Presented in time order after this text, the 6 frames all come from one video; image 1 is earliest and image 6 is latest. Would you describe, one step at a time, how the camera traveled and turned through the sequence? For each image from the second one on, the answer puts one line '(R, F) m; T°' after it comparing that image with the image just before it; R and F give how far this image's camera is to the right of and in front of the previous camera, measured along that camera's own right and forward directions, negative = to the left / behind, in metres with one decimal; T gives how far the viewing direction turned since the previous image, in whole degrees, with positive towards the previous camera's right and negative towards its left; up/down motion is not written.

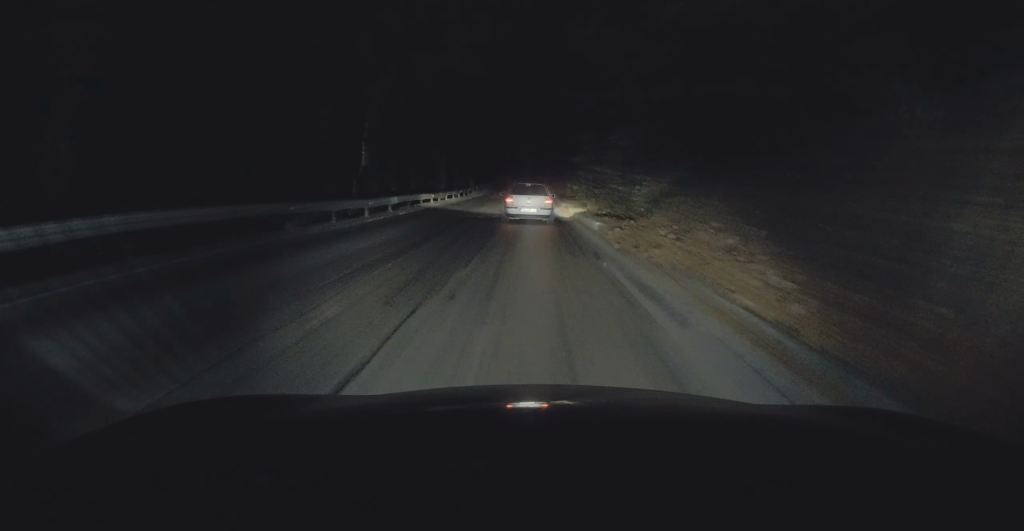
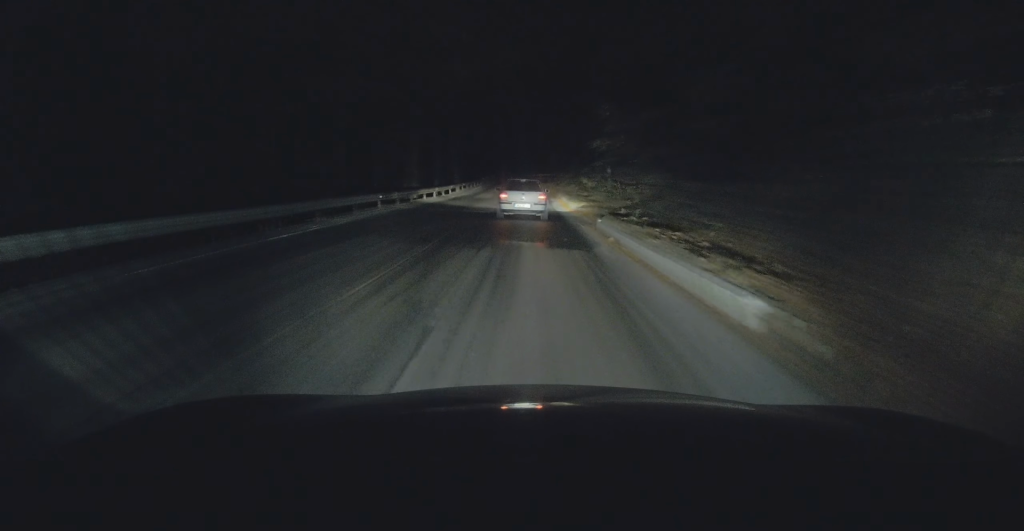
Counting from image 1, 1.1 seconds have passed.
(+0.2, +13.1) m; 0°
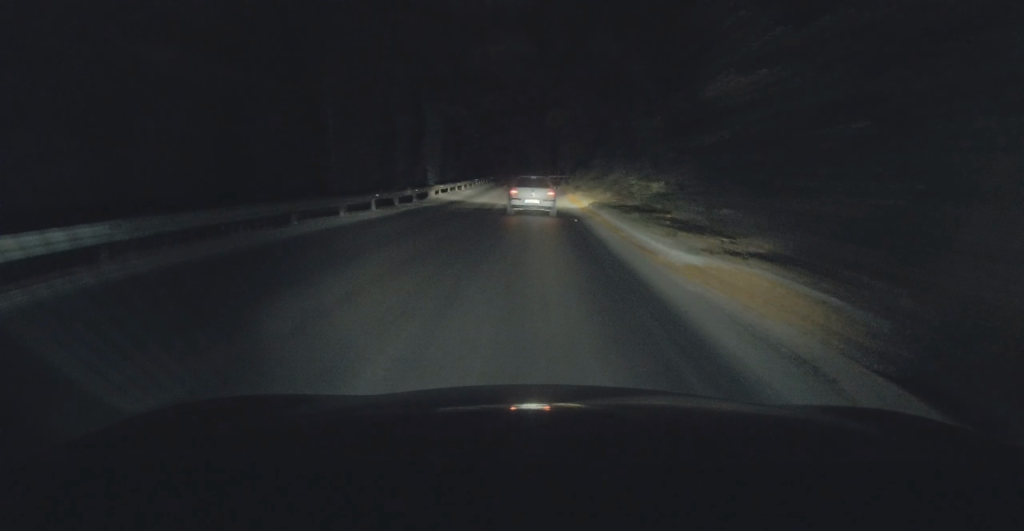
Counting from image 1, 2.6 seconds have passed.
(-0.3, +17.5) m; -1°
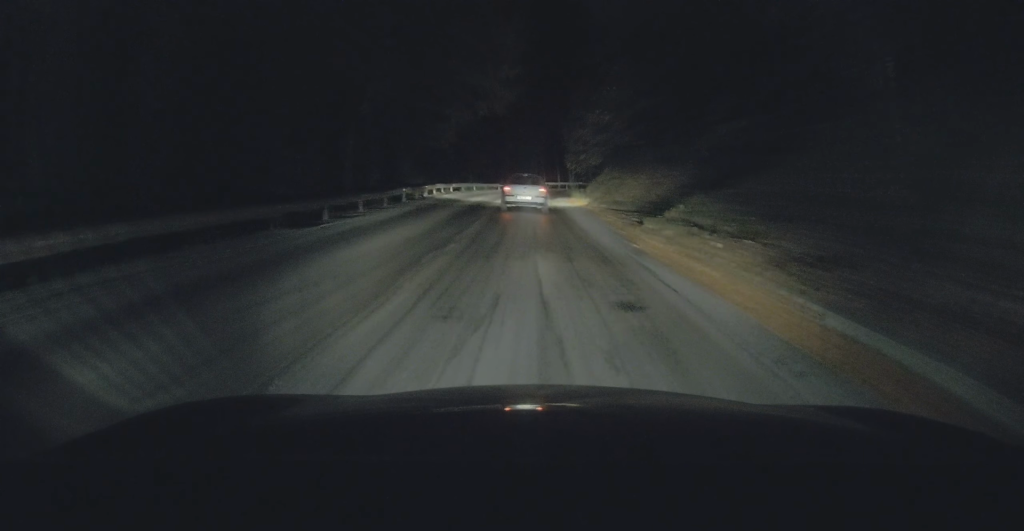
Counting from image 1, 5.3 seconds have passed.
(0.0, +31.5) m; +2°
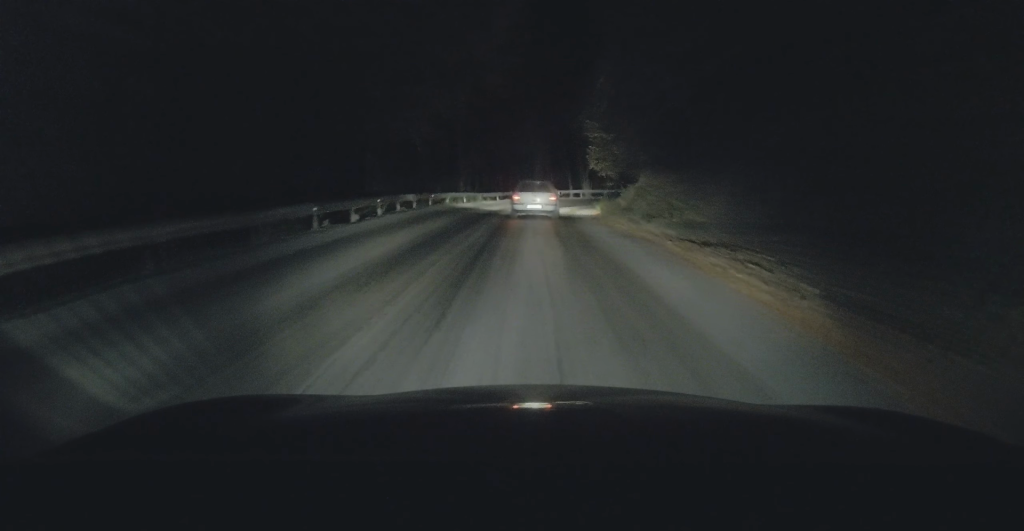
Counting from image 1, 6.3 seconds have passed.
(+0.4, +12.7) m; +1°
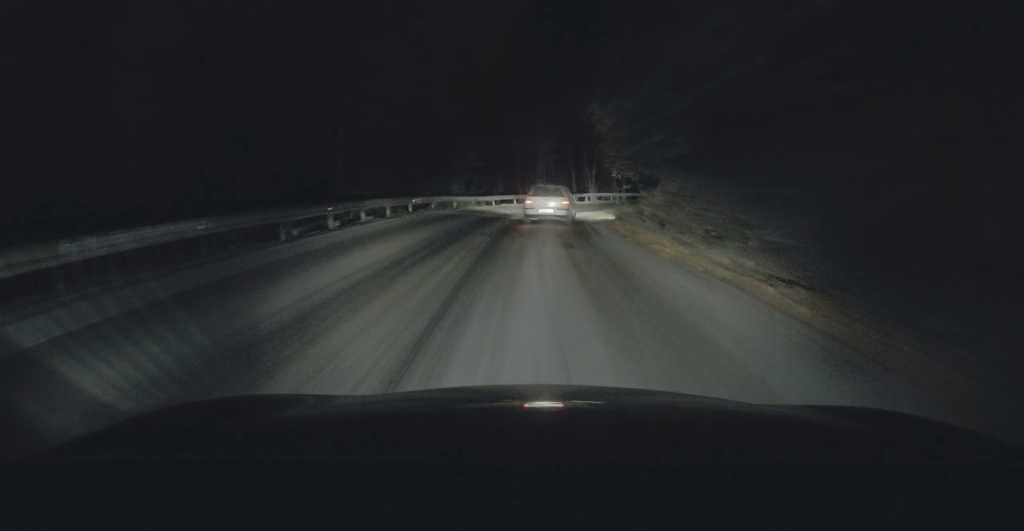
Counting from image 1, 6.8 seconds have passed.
(+0.1, +5.9) m; 0°
